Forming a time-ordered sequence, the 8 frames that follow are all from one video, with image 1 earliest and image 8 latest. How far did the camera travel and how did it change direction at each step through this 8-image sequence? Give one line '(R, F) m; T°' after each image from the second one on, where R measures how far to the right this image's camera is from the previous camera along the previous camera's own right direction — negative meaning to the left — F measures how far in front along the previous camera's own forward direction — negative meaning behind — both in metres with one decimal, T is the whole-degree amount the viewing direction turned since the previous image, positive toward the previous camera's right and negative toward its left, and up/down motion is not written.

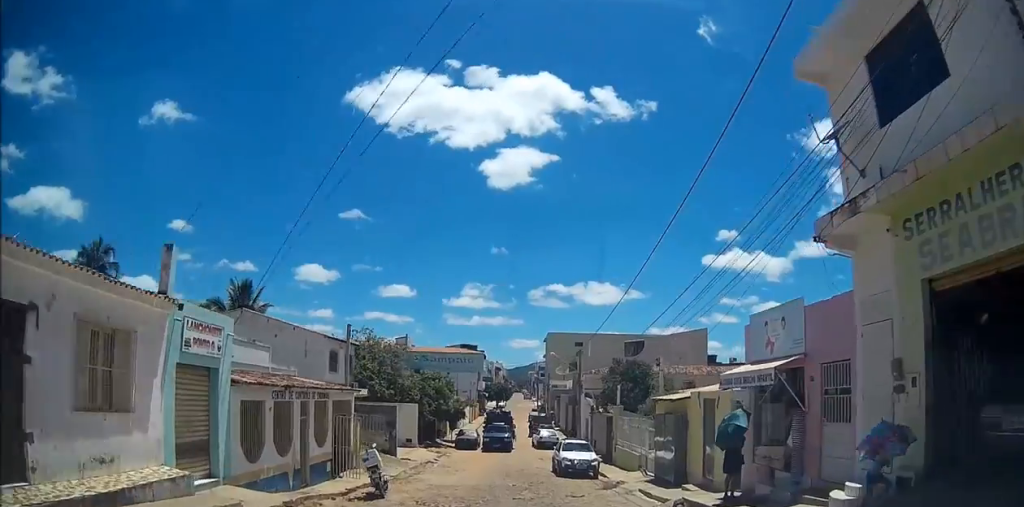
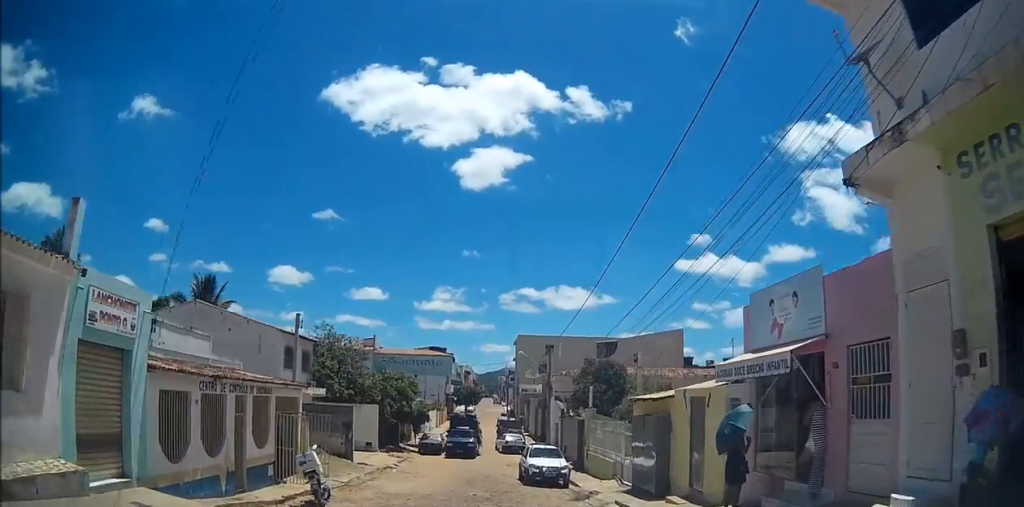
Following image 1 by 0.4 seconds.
(0.0, +2.2) m; 0°
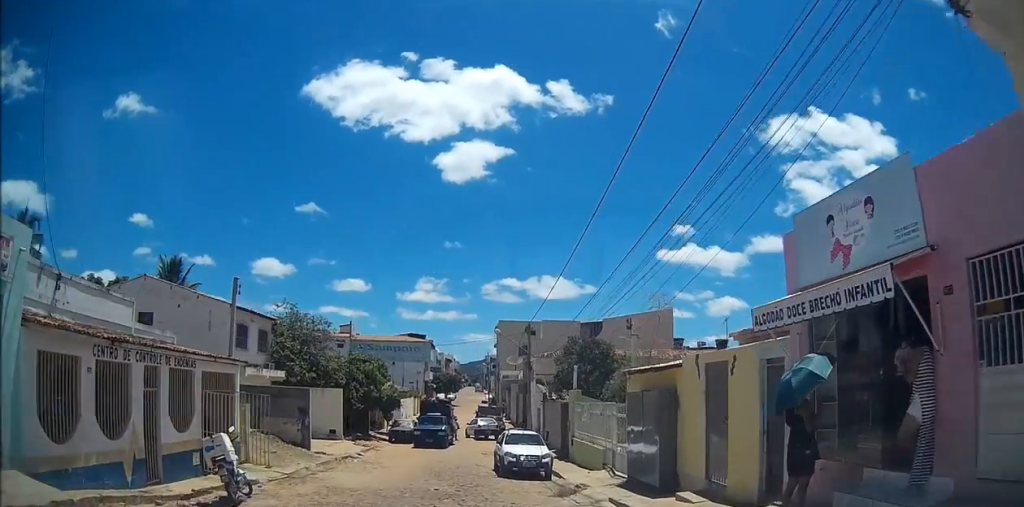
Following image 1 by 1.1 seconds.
(0.0, +3.1) m; +2°
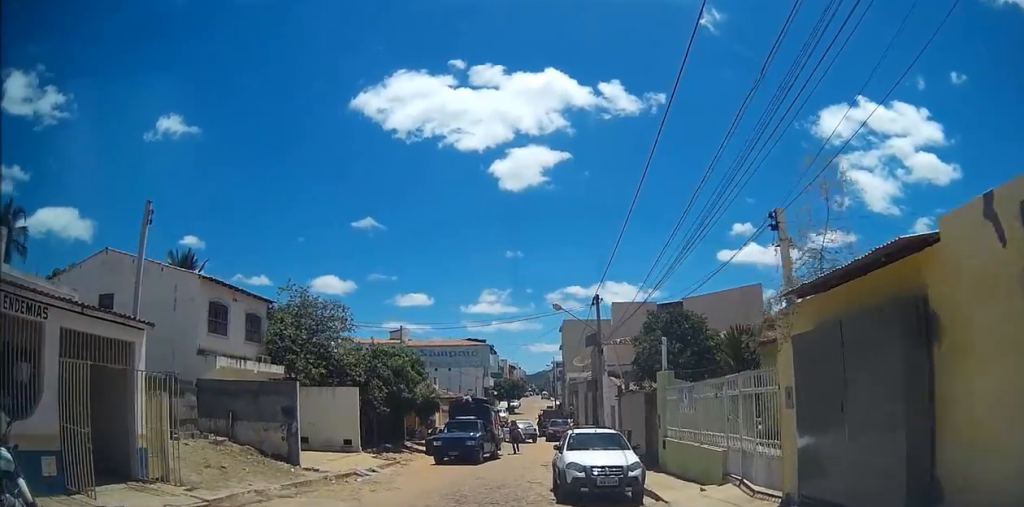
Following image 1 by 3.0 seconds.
(+0.6, +8.2) m; +3°
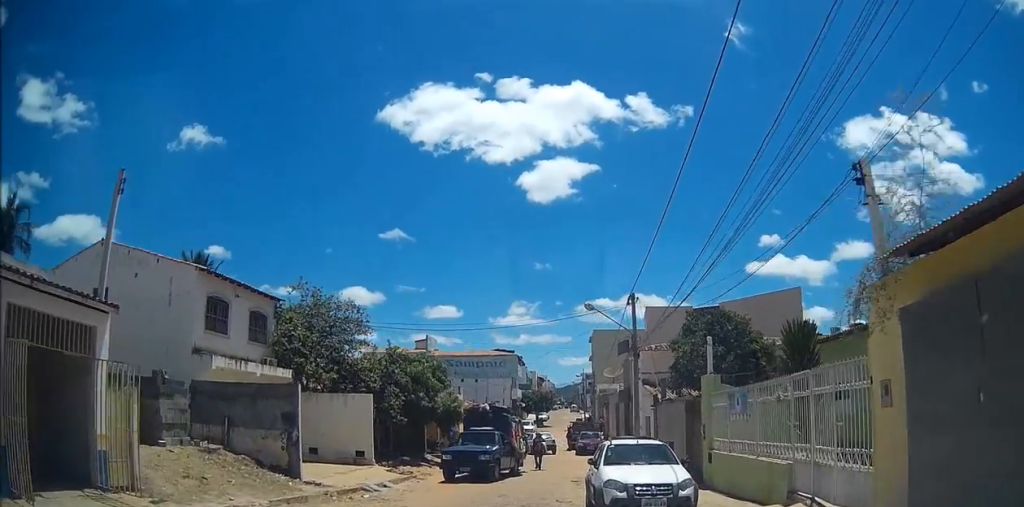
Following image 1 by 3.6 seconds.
(0.0, +2.3) m; -2°
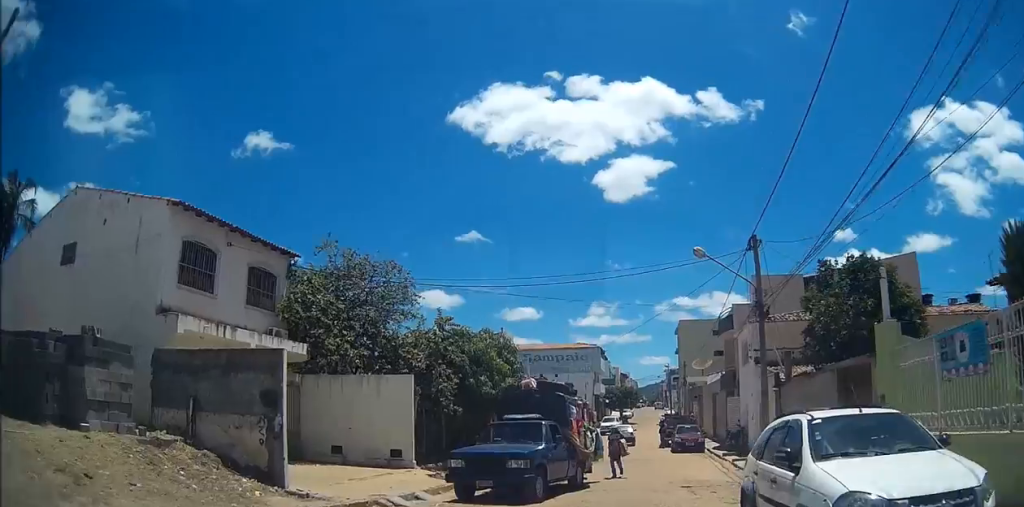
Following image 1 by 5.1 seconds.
(-0.2, +5.7) m; -3°
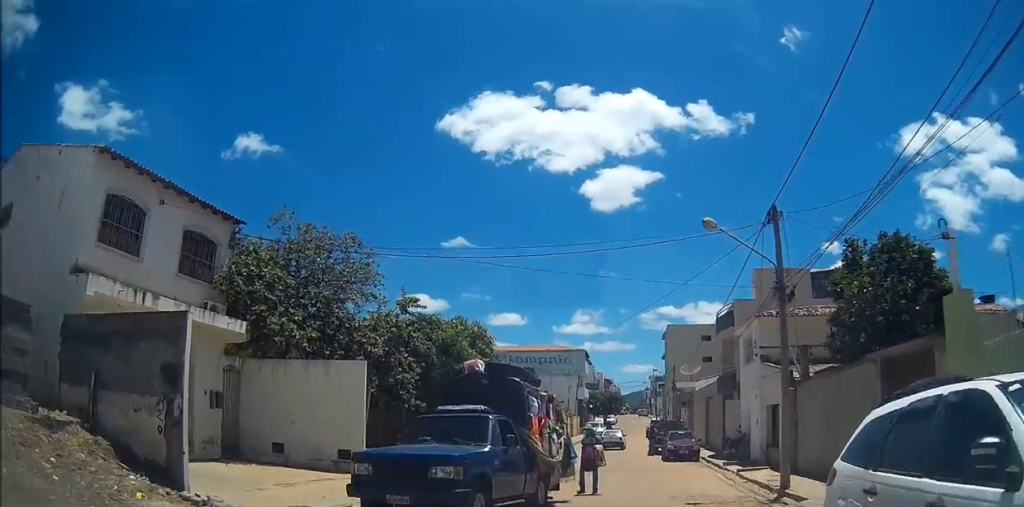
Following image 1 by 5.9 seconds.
(0.0, +2.9) m; -1°
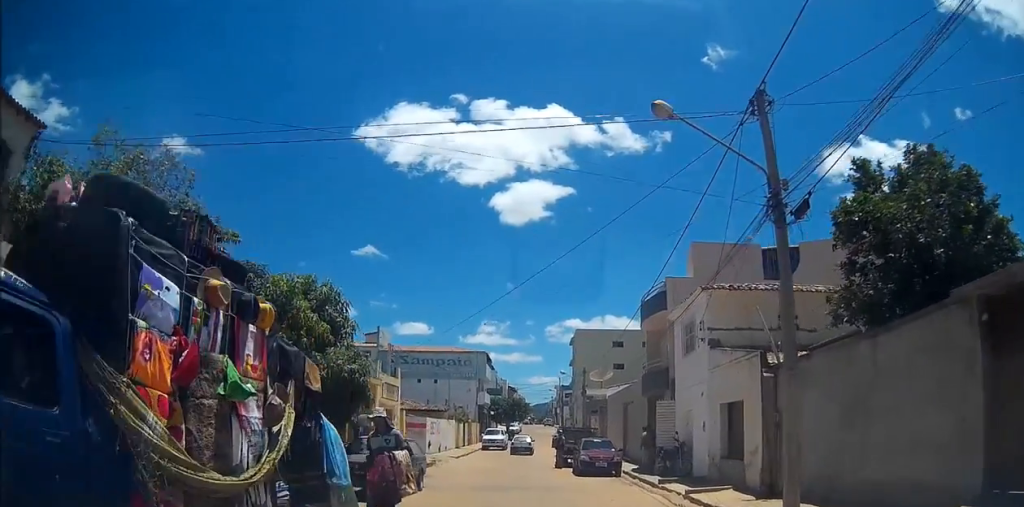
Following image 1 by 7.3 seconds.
(-0.1, +5.5) m; 0°
